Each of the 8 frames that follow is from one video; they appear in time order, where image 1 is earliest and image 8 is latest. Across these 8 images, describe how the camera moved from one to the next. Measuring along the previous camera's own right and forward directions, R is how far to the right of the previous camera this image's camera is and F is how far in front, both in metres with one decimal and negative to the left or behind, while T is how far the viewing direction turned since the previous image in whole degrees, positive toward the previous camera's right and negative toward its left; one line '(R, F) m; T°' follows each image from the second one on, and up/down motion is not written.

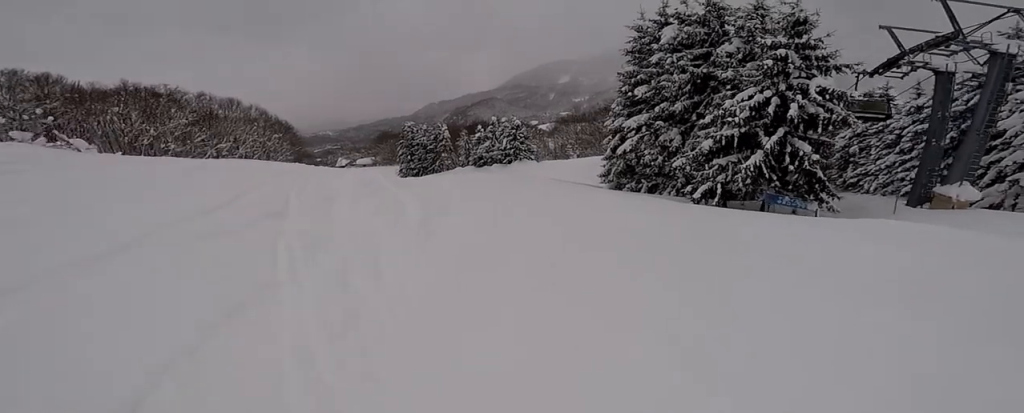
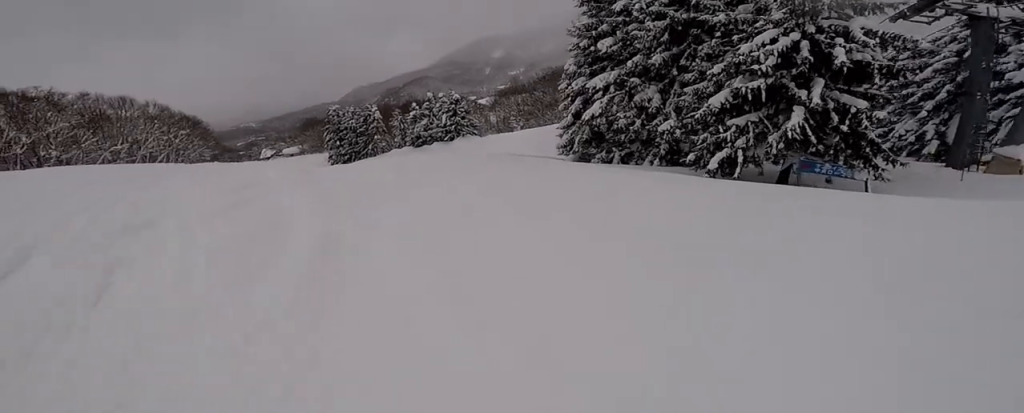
(0.0, +5.9) m; -4°
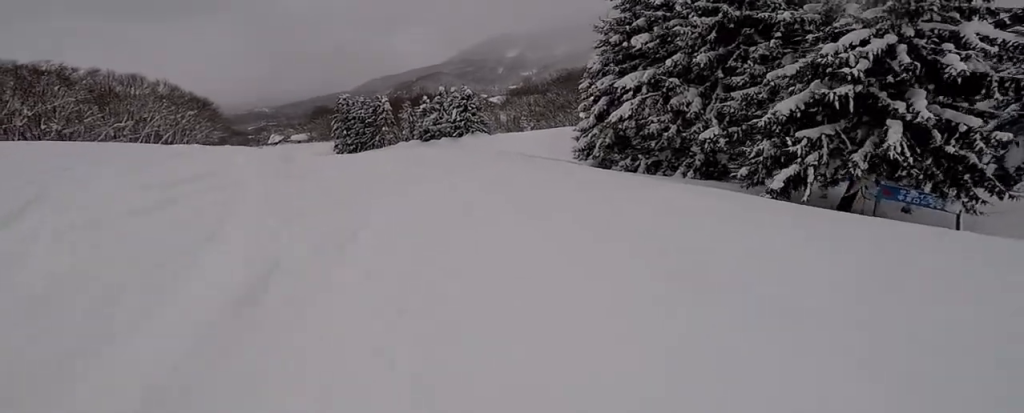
(+0.1, +2.7) m; -5°
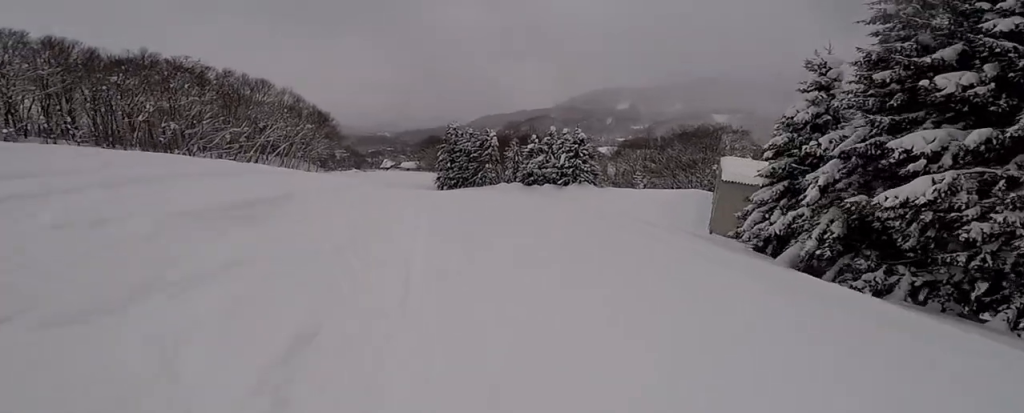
(-1.4, +8.7) m; -14°
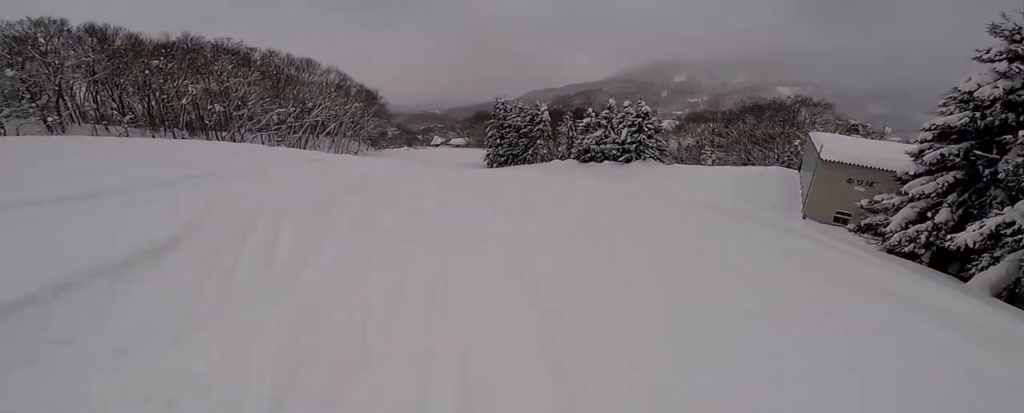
(-0.1, +5.2) m; -1°
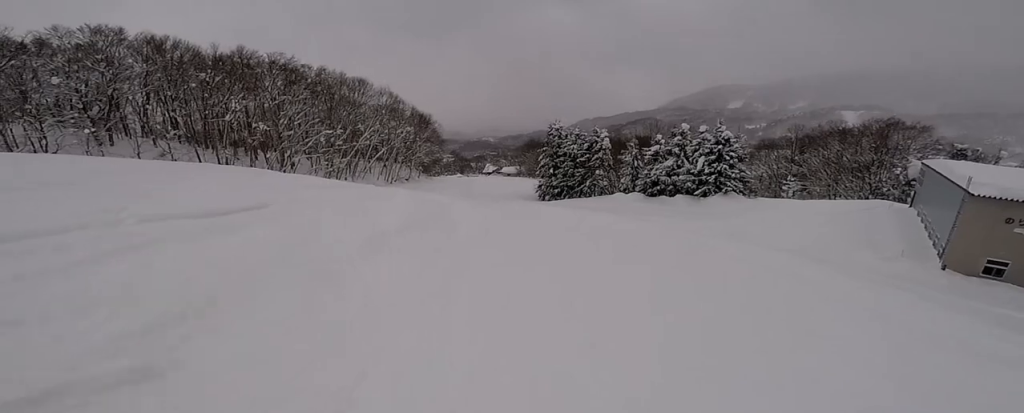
(0.0, +8.6) m; 0°
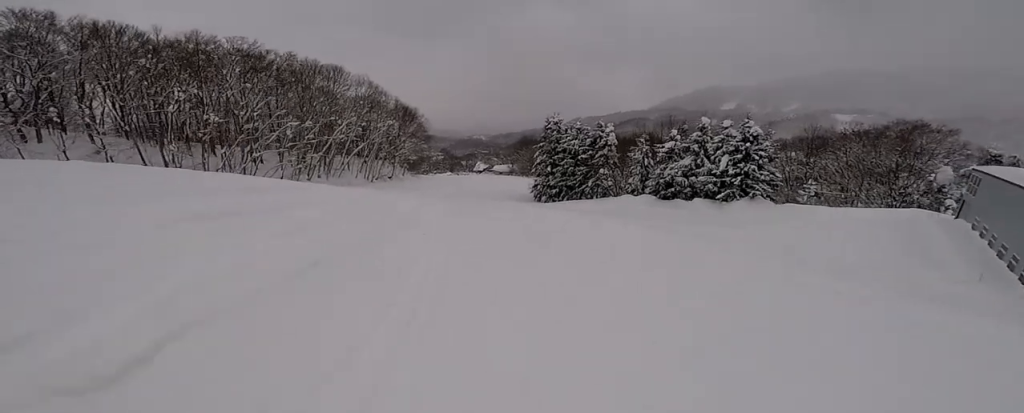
(0.0, +8.2) m; -6°
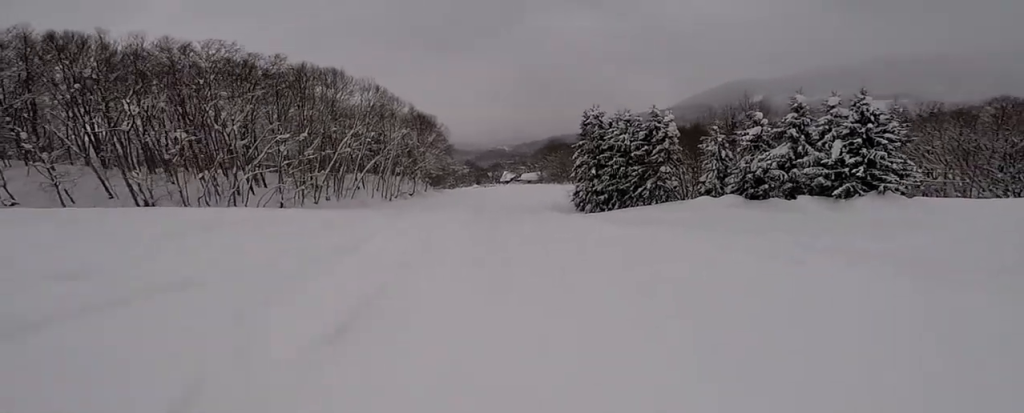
(-1.4, +11.9) m; -3°
